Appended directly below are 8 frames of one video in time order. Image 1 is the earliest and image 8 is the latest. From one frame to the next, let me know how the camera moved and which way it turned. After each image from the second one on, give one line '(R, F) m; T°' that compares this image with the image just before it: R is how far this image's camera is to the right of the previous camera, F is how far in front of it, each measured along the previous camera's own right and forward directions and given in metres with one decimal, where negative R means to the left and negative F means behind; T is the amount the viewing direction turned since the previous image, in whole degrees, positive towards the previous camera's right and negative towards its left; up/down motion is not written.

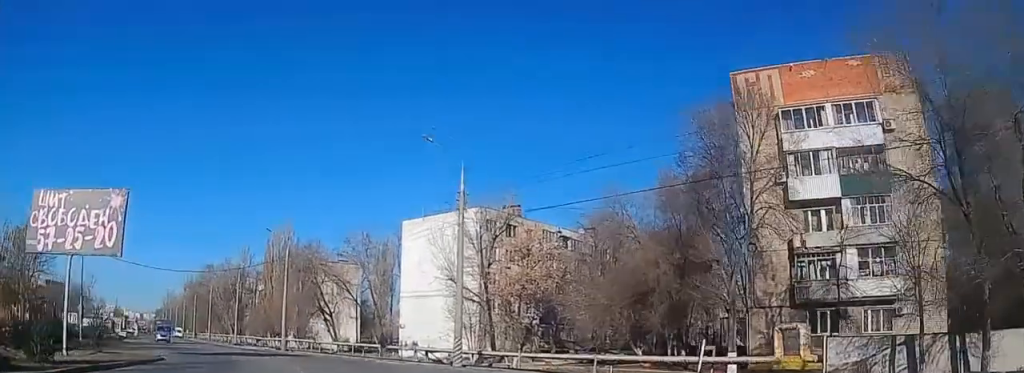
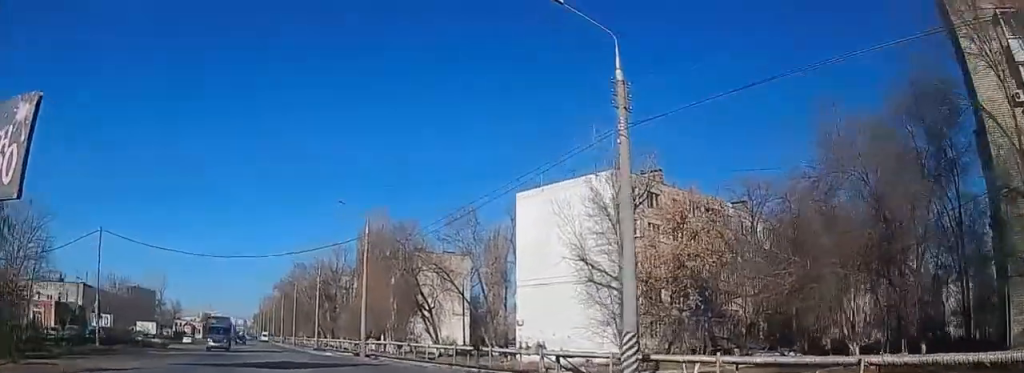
(-1.3, +13.4) m; -9°
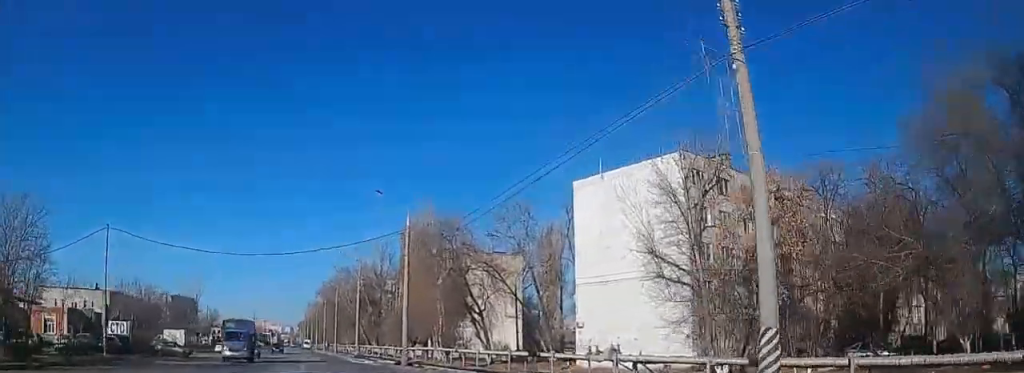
(-0.2, +5.7) m; -2°
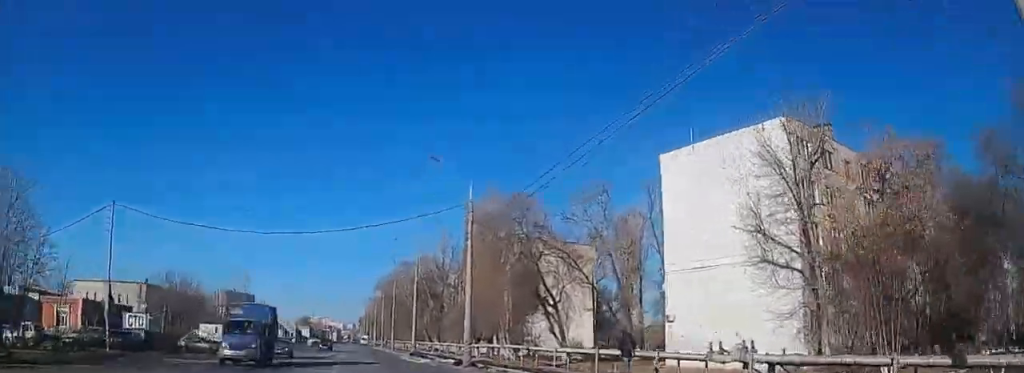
(-0.1, +7.9) m; -2°
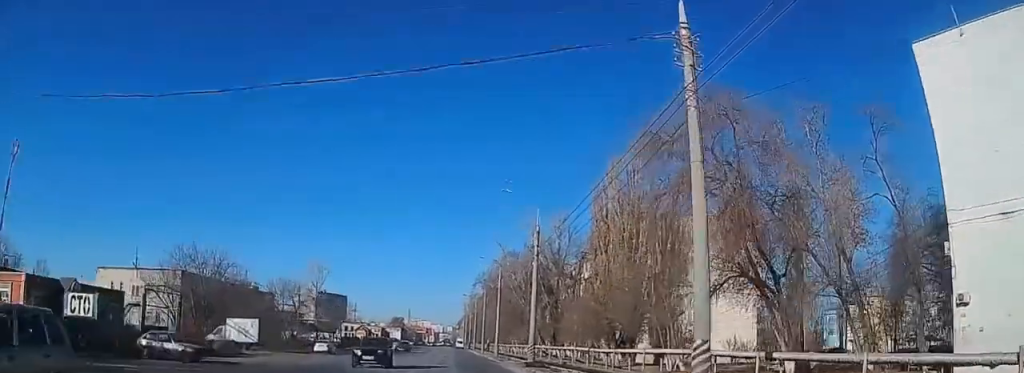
(-4.0, +22.7) m; -25°
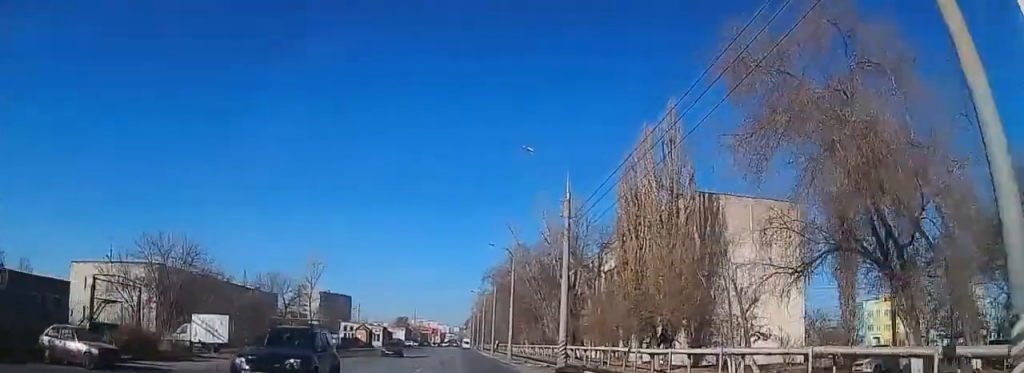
(-1.6, +10.0) m; -10°
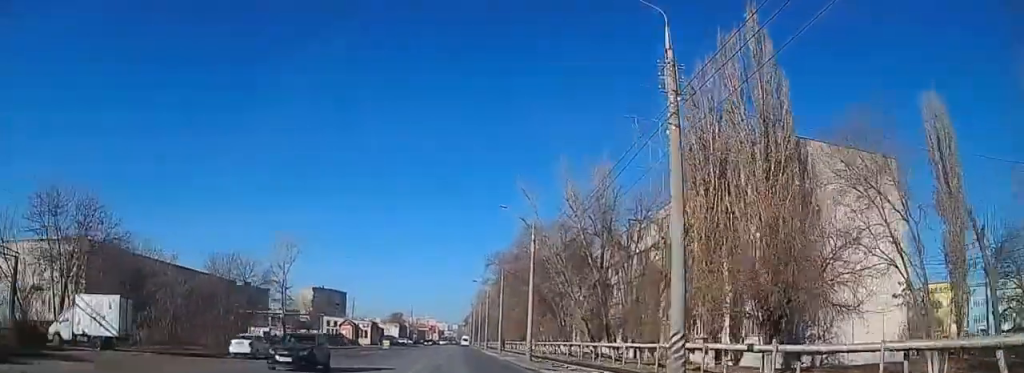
(+0.2, +20.2) m; +7°
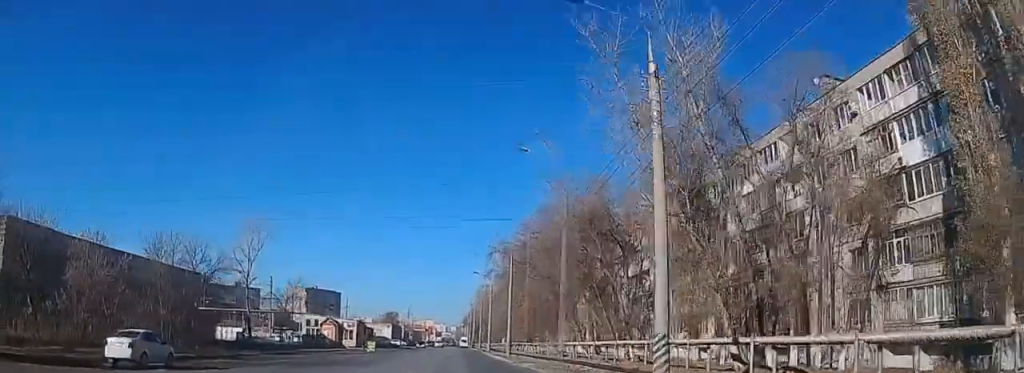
(+1.8, +16.7) m; +8°
